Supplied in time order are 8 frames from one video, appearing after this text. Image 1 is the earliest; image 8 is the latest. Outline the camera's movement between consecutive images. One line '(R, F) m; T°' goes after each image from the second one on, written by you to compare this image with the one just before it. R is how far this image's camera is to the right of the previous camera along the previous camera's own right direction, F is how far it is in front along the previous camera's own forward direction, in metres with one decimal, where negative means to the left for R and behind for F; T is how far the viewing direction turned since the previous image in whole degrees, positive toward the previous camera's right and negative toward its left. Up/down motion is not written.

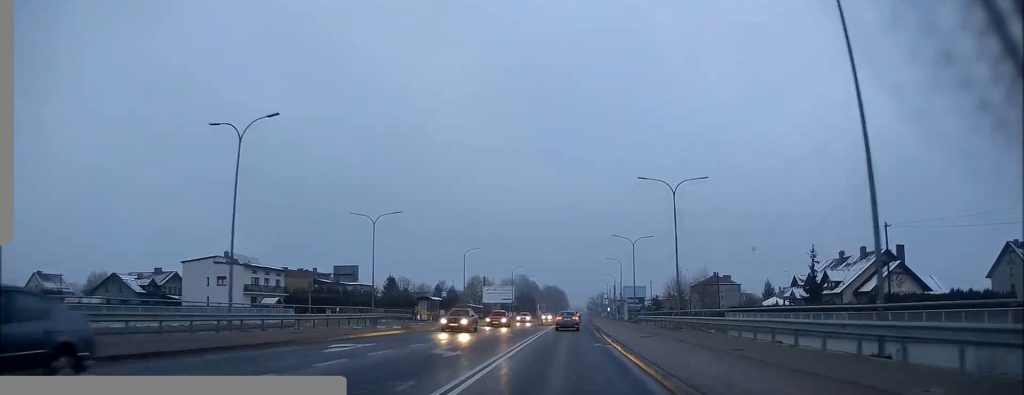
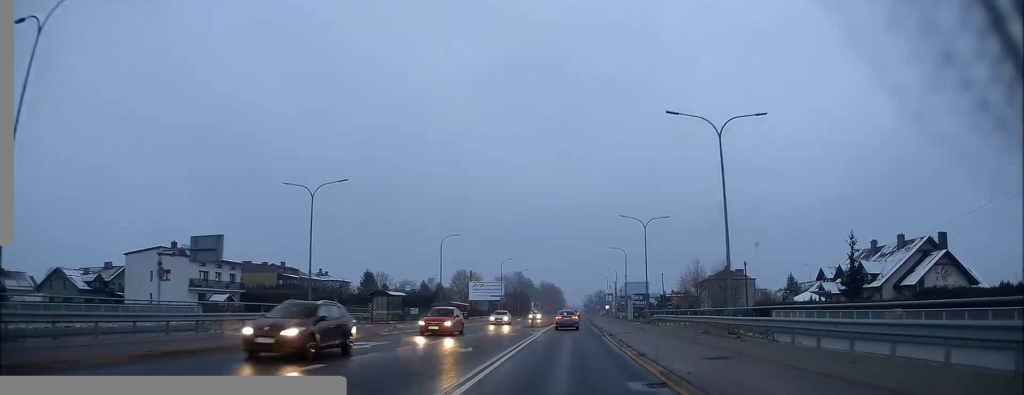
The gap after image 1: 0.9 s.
(+0.2, +13.4) m; 0°
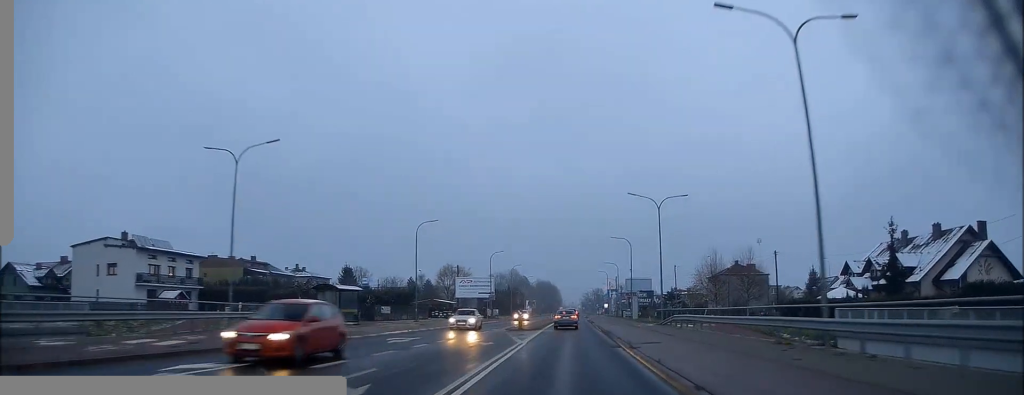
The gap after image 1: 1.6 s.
(-0.1, +10.5) m; 0°
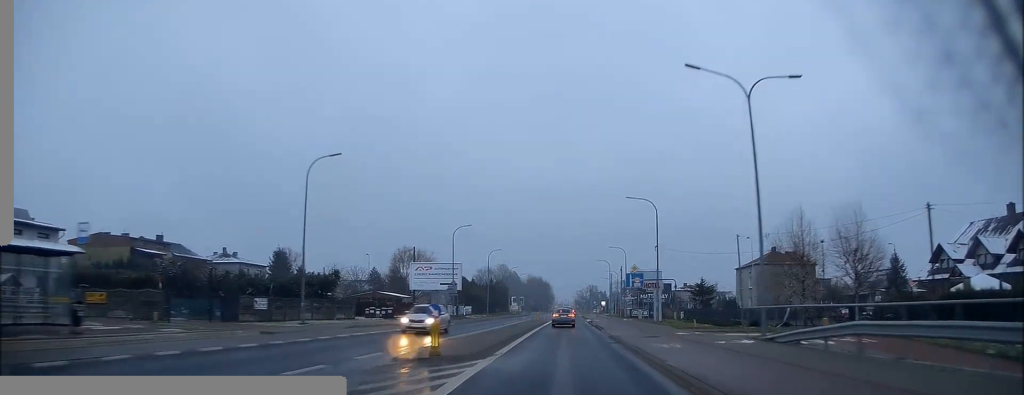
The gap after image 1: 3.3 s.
(+0.1, +25.6) m; 0°
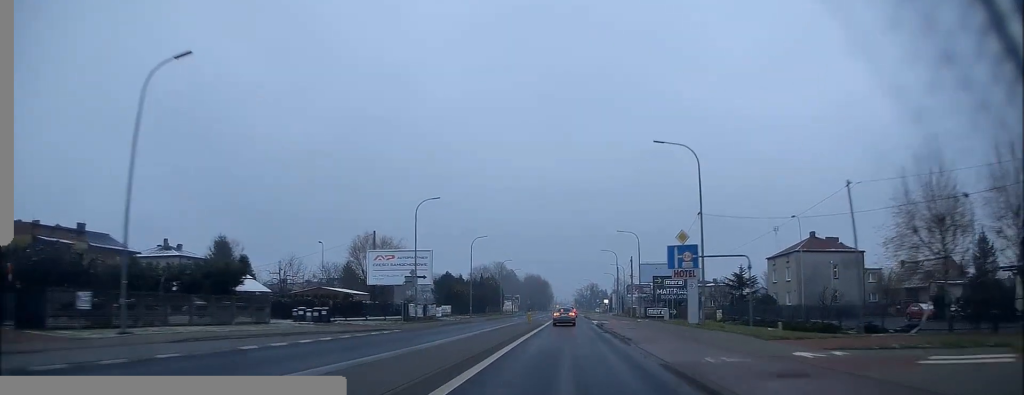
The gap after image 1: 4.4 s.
(-0.2, +16.2) m; 0°
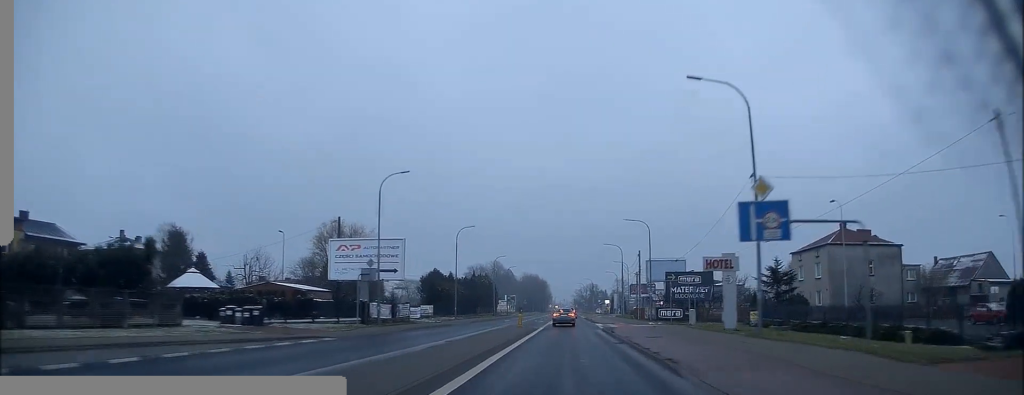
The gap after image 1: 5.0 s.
(+0.1, +9.7) m; +1°
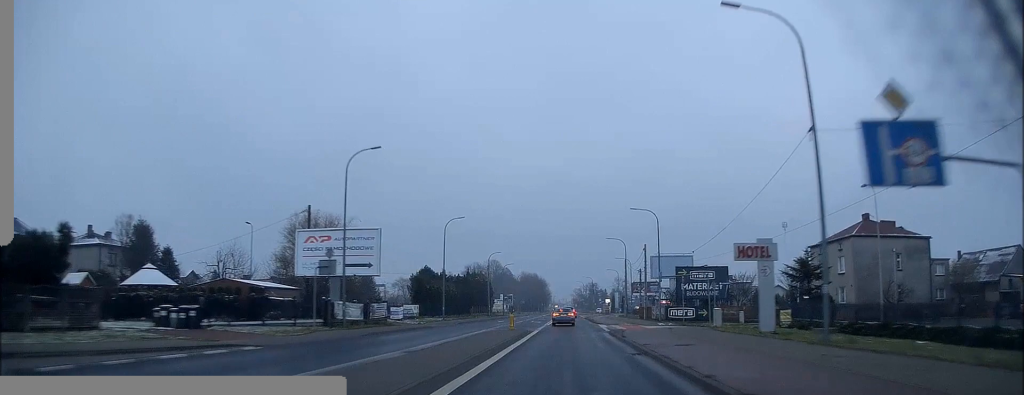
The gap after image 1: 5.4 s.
(0.0, +6.2) m; 0°
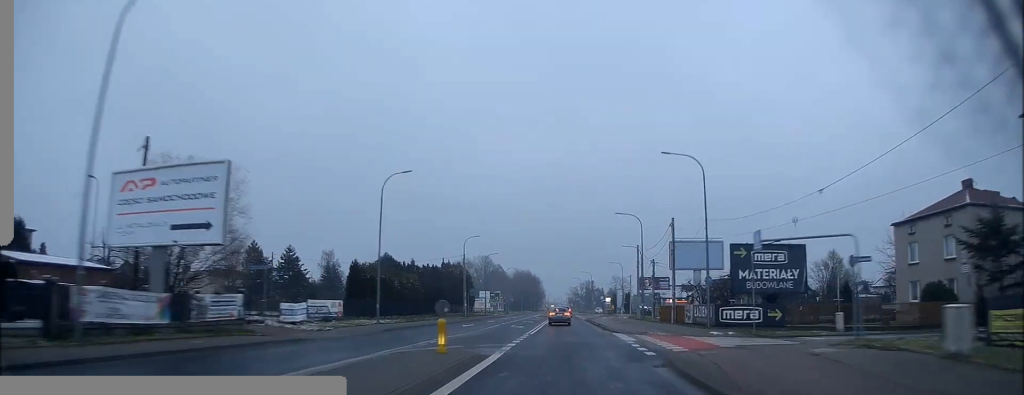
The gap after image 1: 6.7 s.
(+0.2, +19.7) m; +1°
